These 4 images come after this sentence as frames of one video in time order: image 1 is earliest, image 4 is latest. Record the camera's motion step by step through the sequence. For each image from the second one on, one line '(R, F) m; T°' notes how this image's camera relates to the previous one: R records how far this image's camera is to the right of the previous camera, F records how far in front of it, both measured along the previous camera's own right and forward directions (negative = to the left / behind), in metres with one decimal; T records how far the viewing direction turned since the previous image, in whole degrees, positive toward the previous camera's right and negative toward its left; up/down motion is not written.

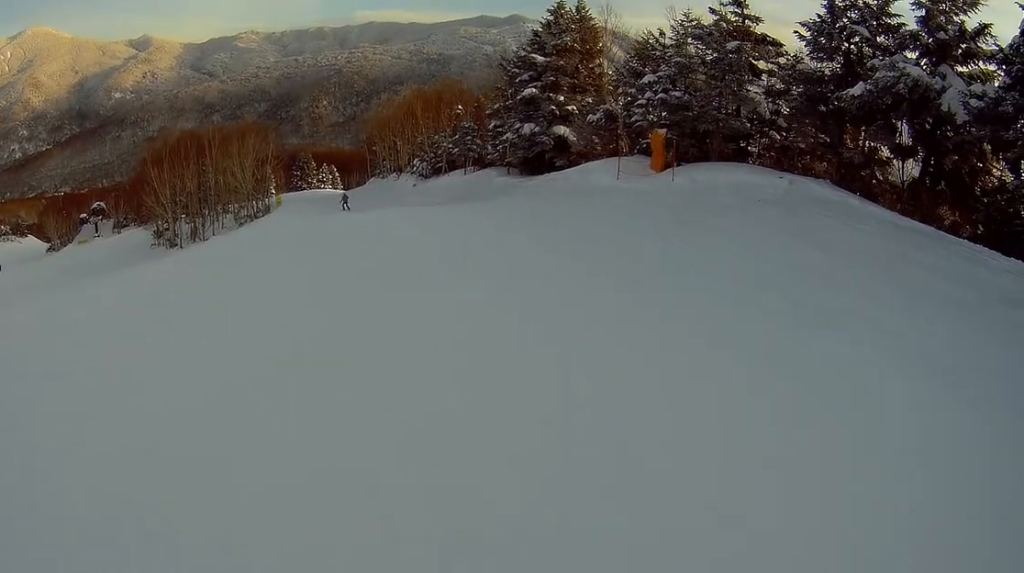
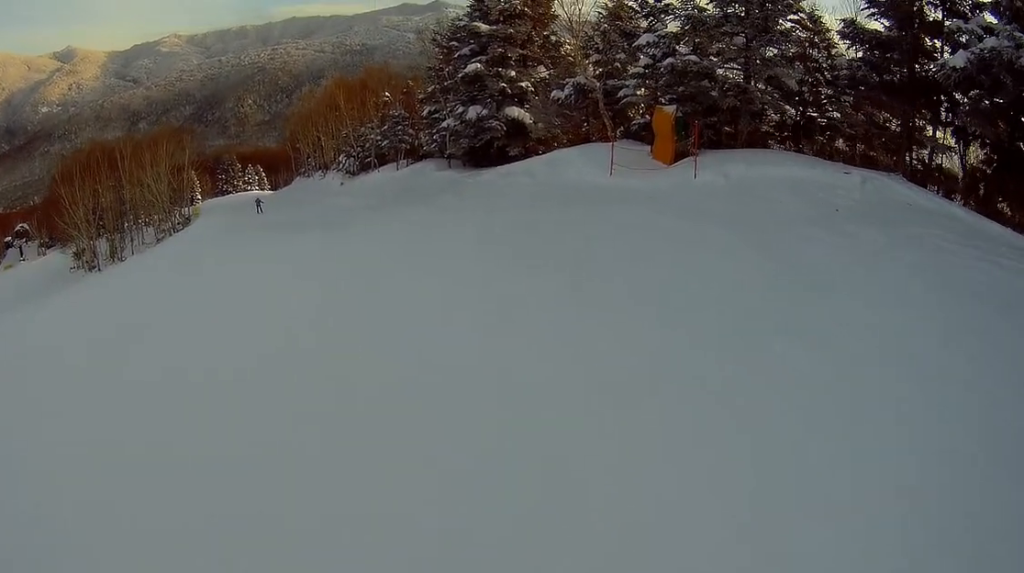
(+1.9, +11.9) m; +11°
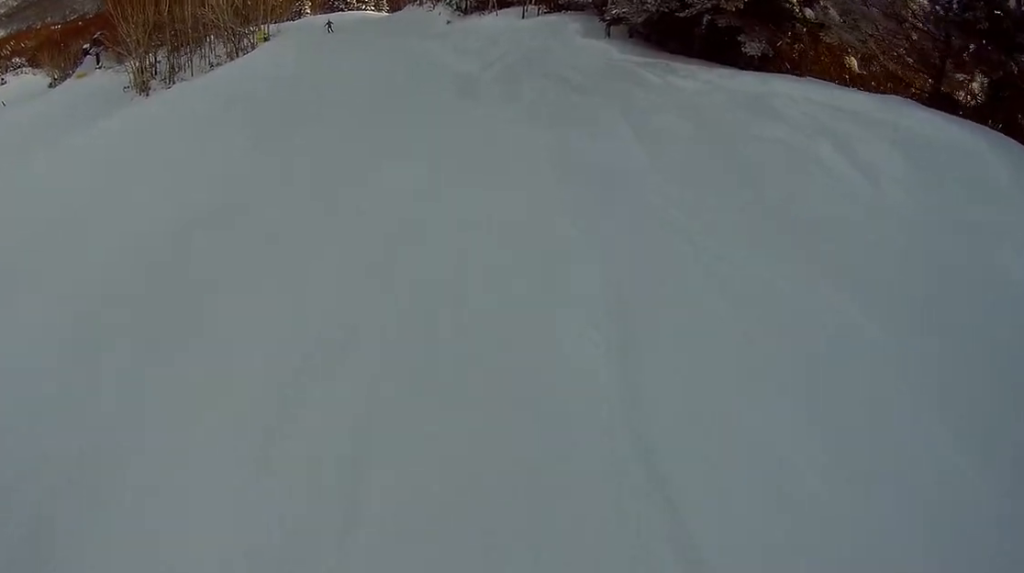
(-1.8, +20.5) m; -6°
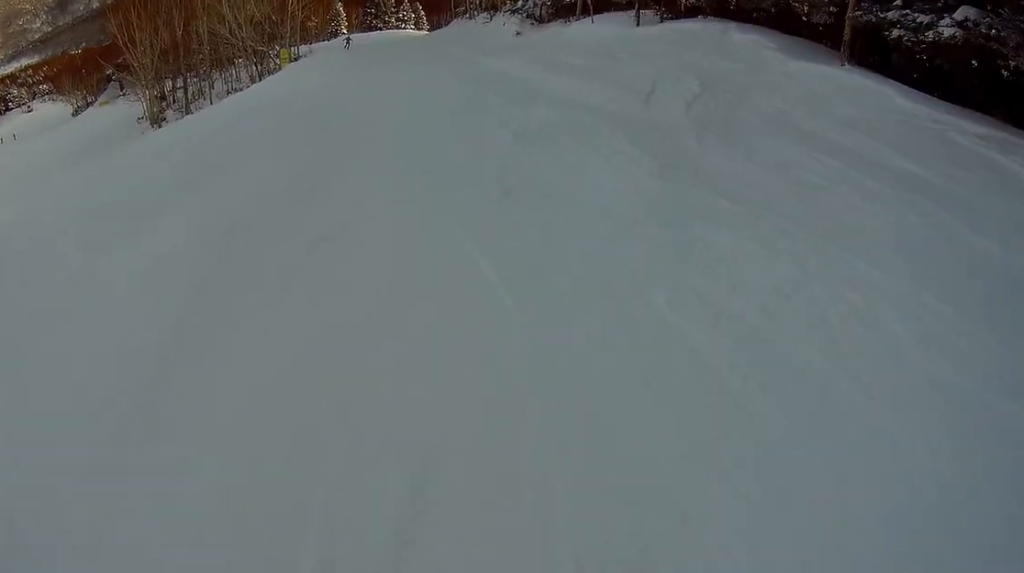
(+0.2, +7.5) m; -3°
